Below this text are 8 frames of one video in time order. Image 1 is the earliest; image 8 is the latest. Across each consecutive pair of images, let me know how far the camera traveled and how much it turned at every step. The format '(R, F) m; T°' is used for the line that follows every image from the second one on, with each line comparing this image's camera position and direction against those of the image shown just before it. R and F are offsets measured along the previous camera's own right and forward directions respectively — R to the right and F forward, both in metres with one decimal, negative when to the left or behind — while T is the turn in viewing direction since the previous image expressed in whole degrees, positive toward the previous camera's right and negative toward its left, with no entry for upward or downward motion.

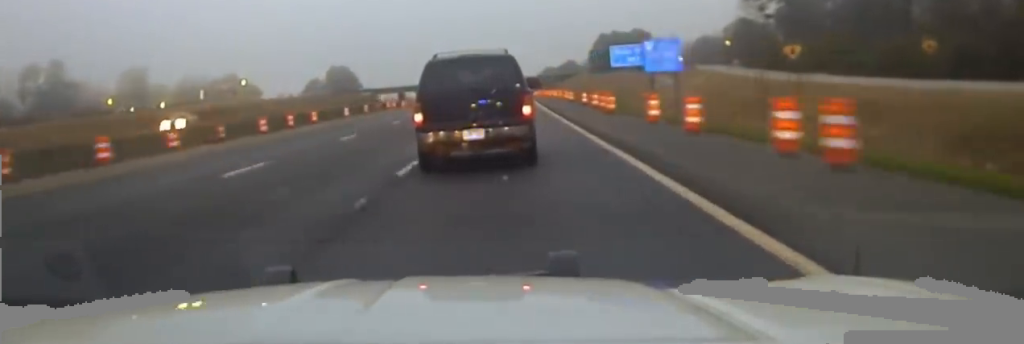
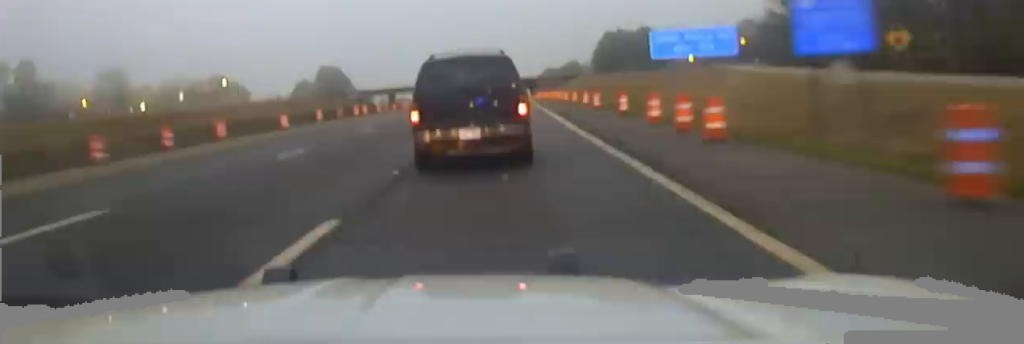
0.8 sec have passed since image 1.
(0.0, +19.7) m; 0°
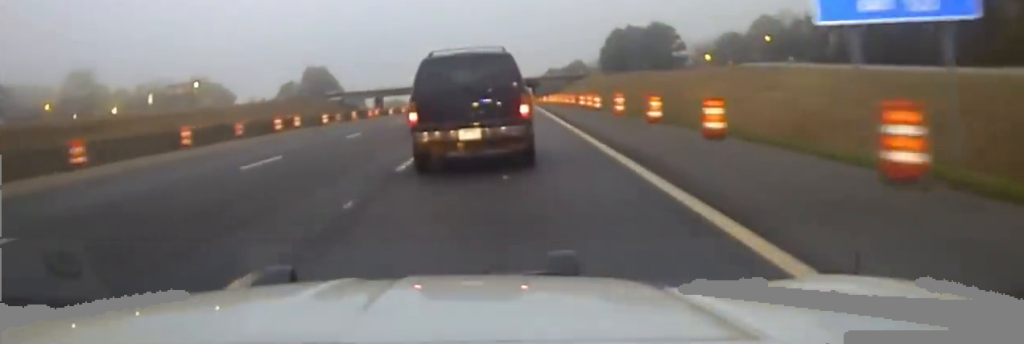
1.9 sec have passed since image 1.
(0.0, +26.3) m; 0°
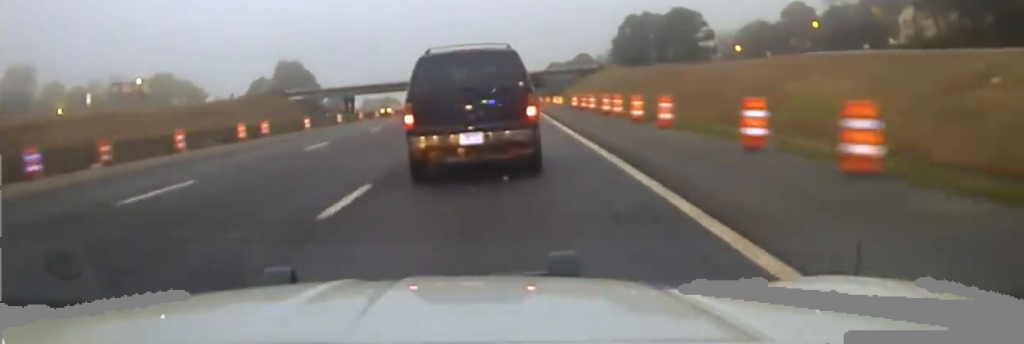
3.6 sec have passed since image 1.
(0.0, +41.4) m; 0°
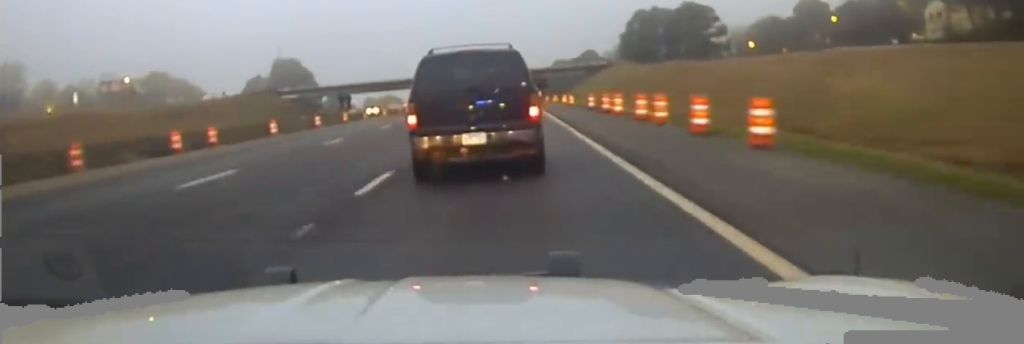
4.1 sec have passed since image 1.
(0.0, +10.6) m; 0°
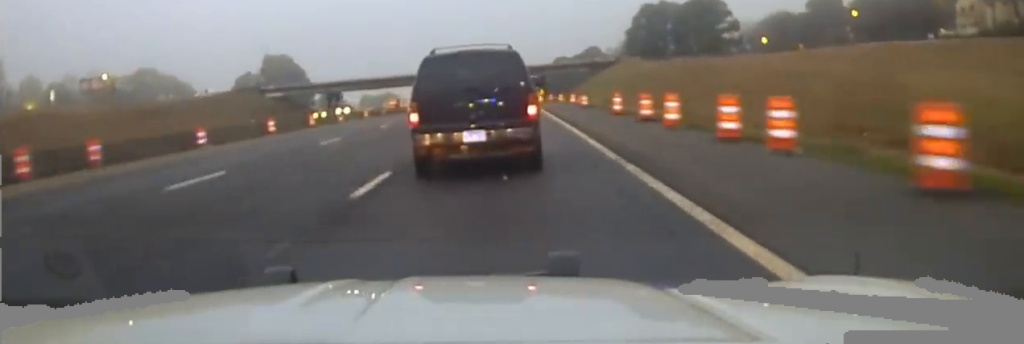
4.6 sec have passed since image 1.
(0.0, +12.1) m; 0°
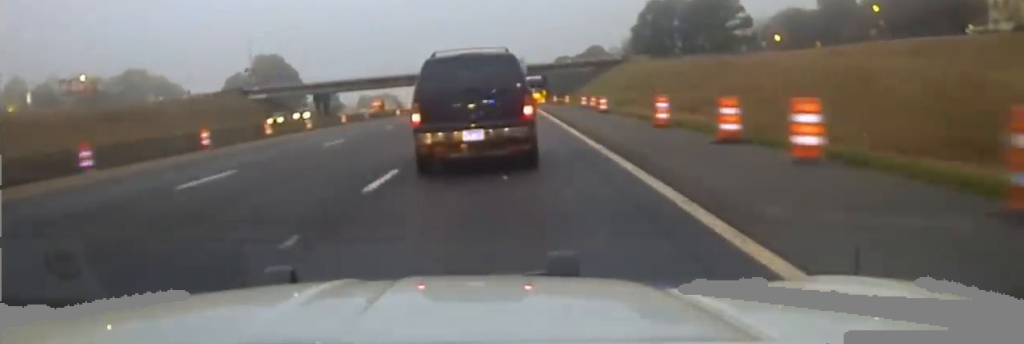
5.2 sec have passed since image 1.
(0.0, +11.5) m; 0°
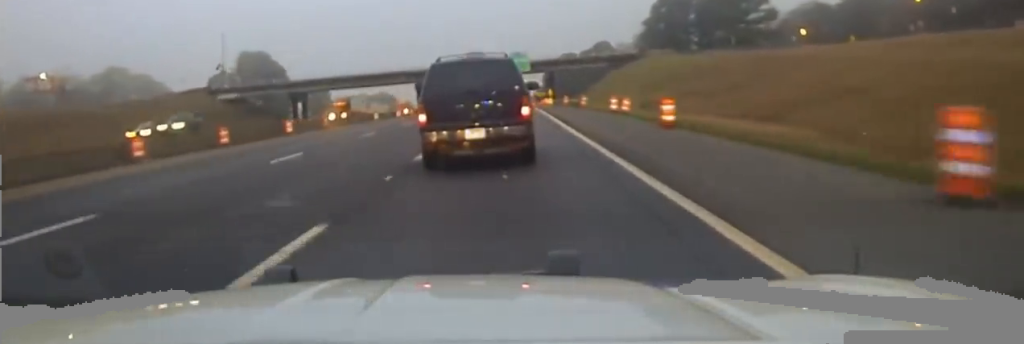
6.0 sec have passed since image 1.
(0.0, +18.5) m; 0°
